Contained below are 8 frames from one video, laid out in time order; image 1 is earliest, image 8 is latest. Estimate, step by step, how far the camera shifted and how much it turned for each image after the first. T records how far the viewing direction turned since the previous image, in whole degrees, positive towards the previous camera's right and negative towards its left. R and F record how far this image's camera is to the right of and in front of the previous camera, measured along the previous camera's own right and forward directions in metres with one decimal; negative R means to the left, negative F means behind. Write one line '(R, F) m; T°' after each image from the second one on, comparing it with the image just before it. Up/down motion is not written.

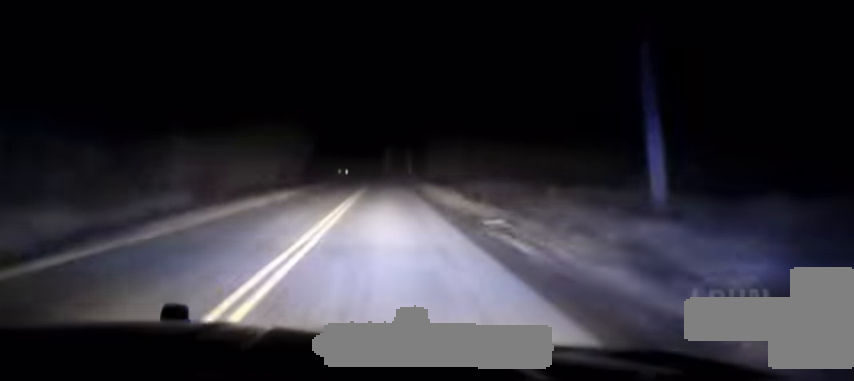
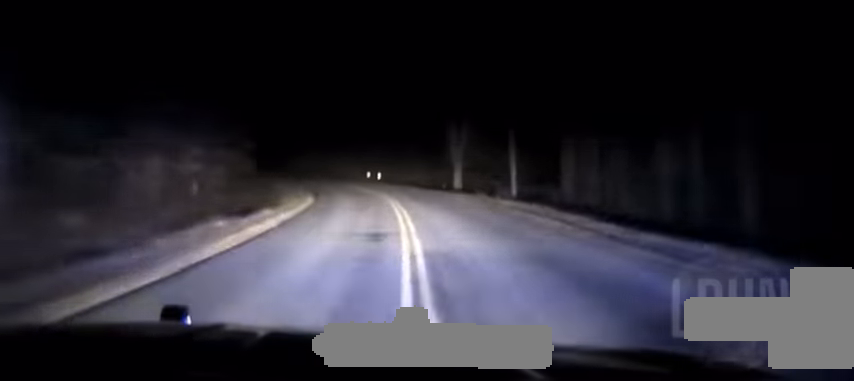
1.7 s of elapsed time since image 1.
(-2.1, +71.1) m; -5°
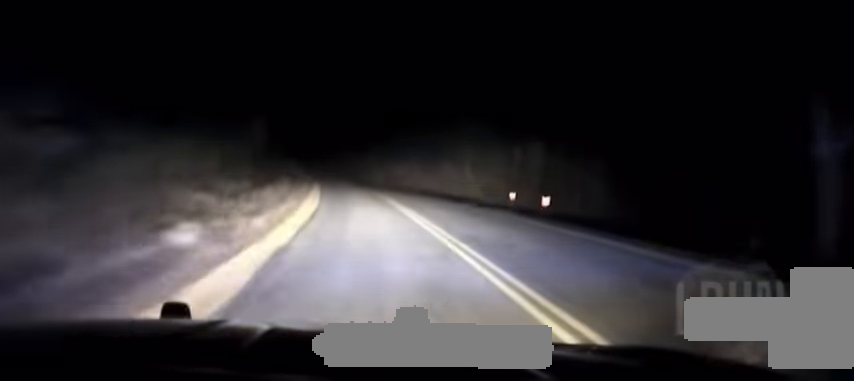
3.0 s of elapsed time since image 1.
(-2.1, +57.0) m; -6°
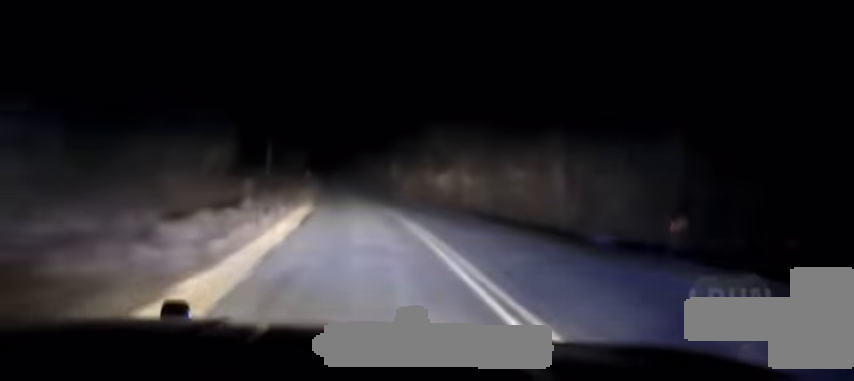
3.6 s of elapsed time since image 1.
(-1.1, +21.5) m; -3°
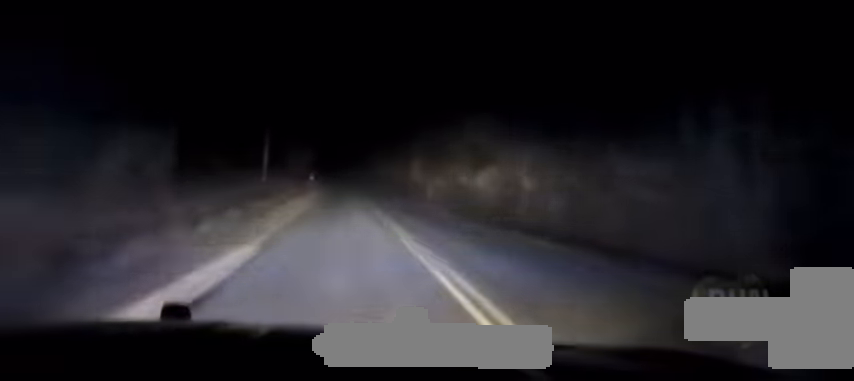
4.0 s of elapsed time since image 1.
(-0.3, +17.0) m; -2°
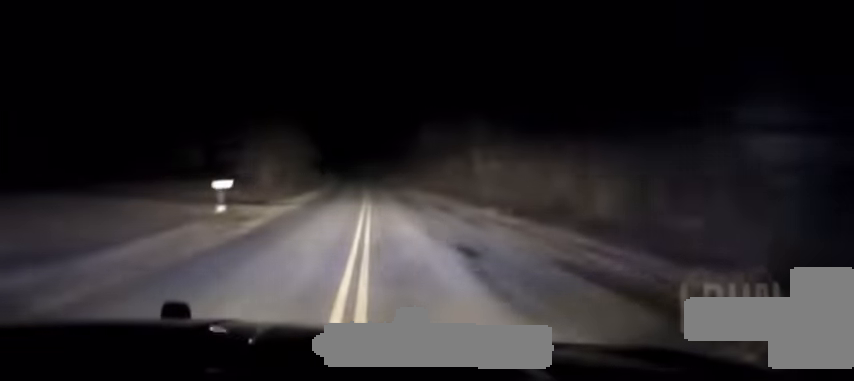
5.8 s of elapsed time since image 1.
(-1.7, +68.1) m; -2°
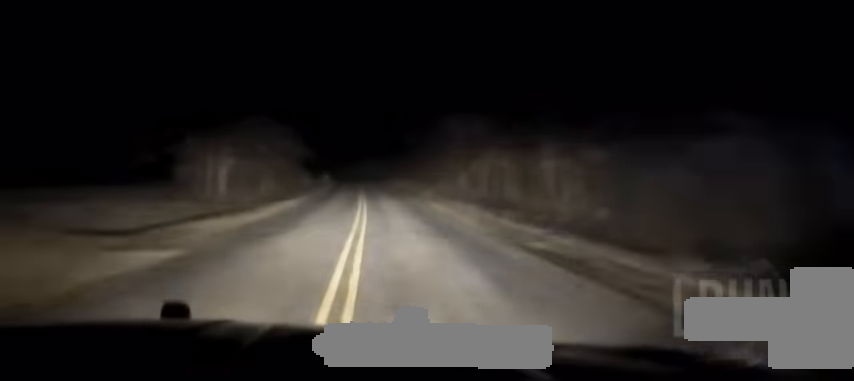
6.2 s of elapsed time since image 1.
(-0.1, +19.5) m; 0°
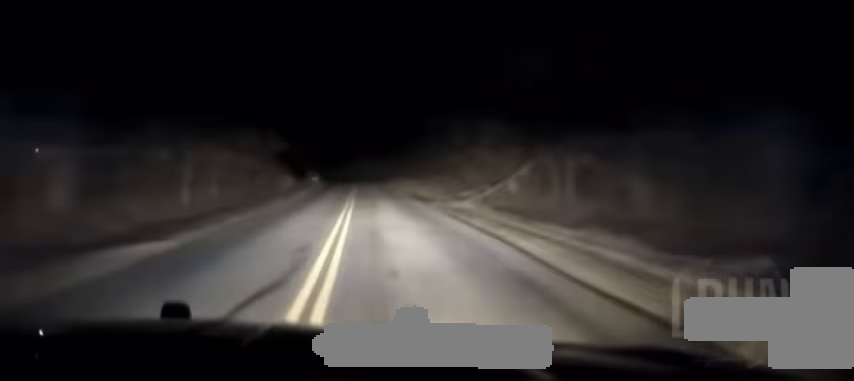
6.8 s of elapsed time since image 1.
(0.0, +21.2) m; -1°
